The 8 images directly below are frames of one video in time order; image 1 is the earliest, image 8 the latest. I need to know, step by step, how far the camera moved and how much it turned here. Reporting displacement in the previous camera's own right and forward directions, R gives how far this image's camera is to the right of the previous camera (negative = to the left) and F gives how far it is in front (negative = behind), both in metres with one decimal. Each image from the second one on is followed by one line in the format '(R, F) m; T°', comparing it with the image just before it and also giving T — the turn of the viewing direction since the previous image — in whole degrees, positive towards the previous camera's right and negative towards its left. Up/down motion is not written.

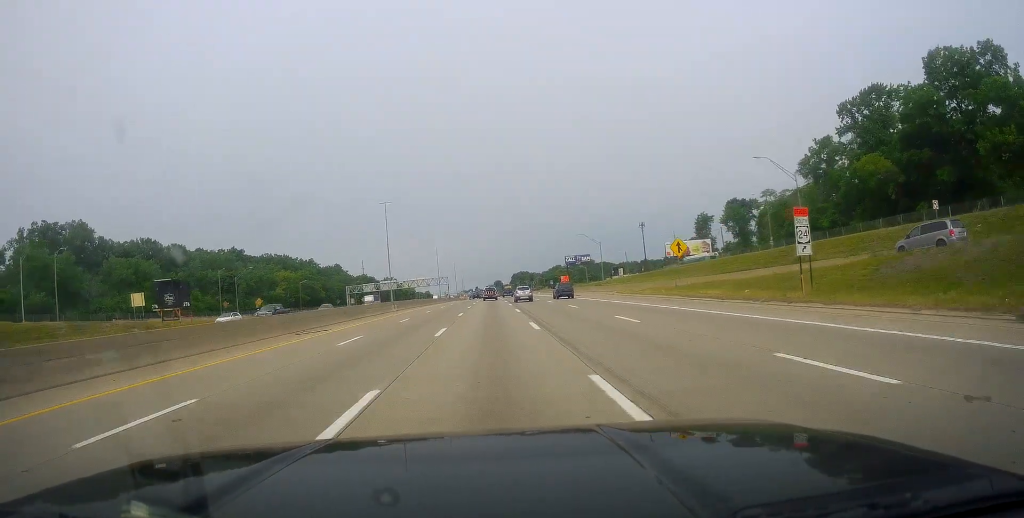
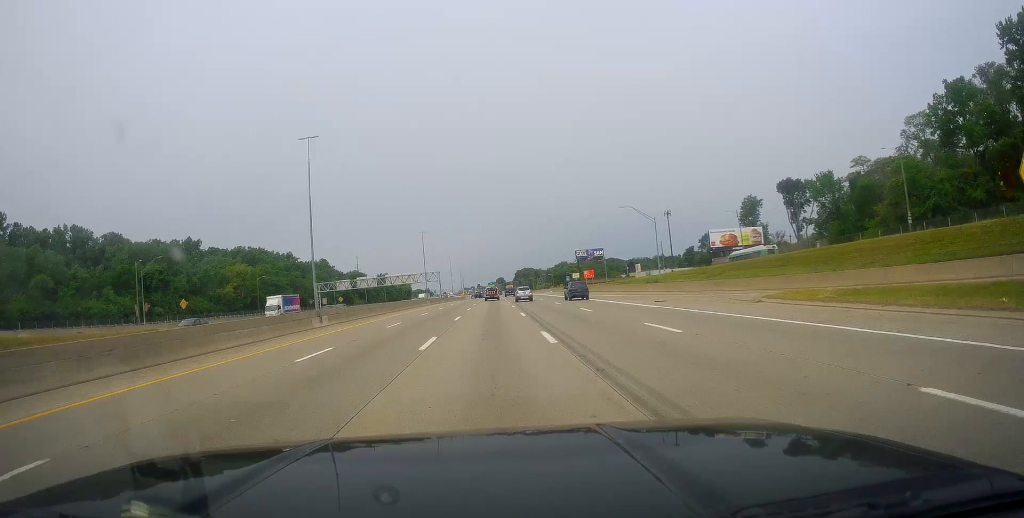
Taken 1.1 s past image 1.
(+0.5, +35.4) m; 0°
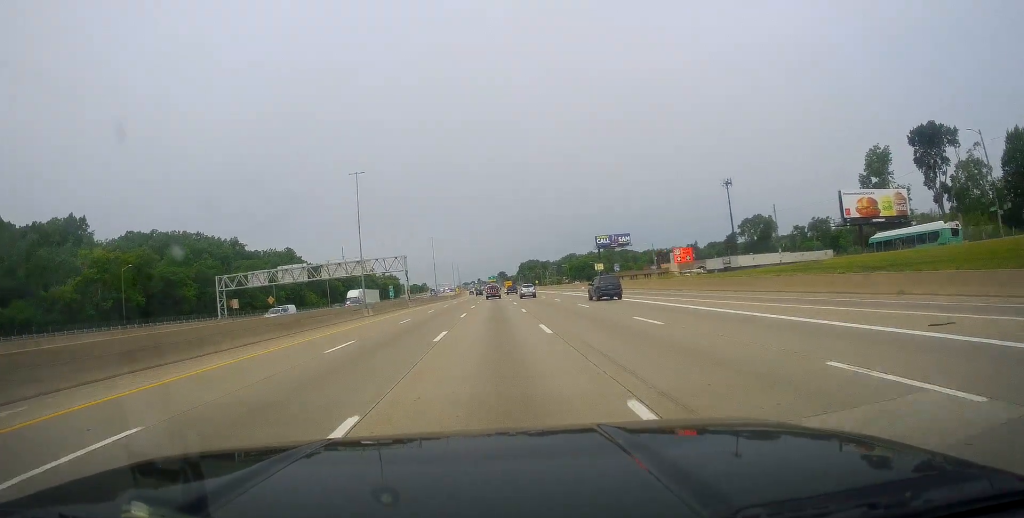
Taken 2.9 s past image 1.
(-1.0, +58.3) m; 0°
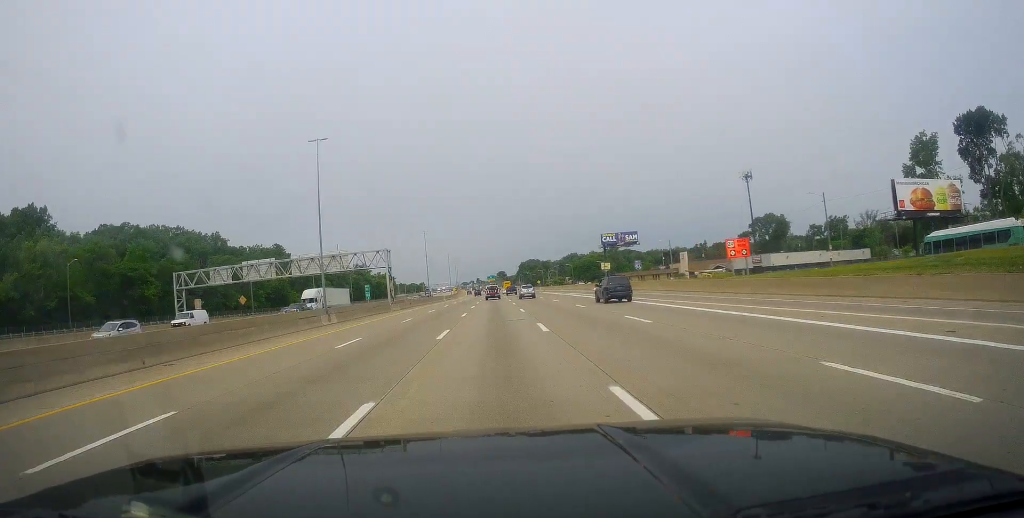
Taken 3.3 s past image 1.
(0.0, +14.0) m; 0°
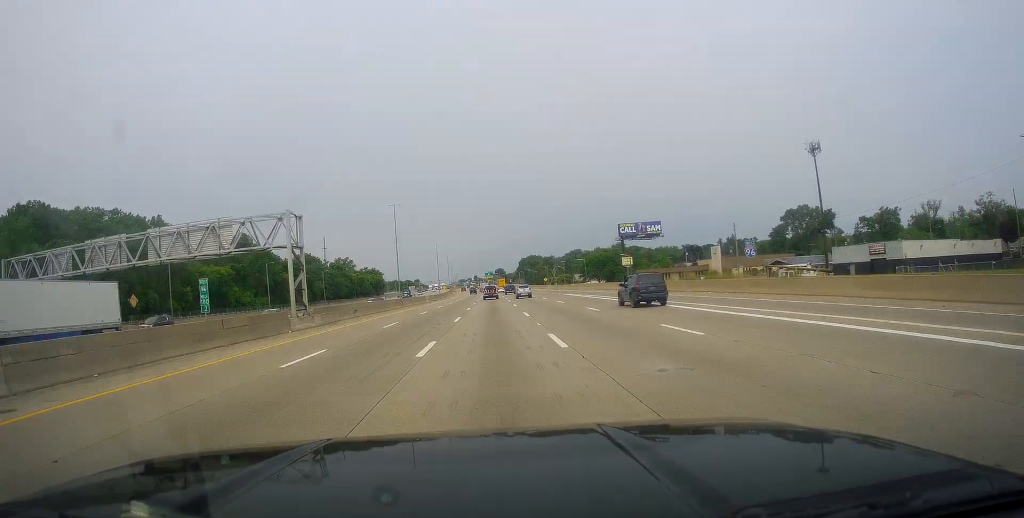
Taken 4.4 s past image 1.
(+0.5, +35.7) m; +1°
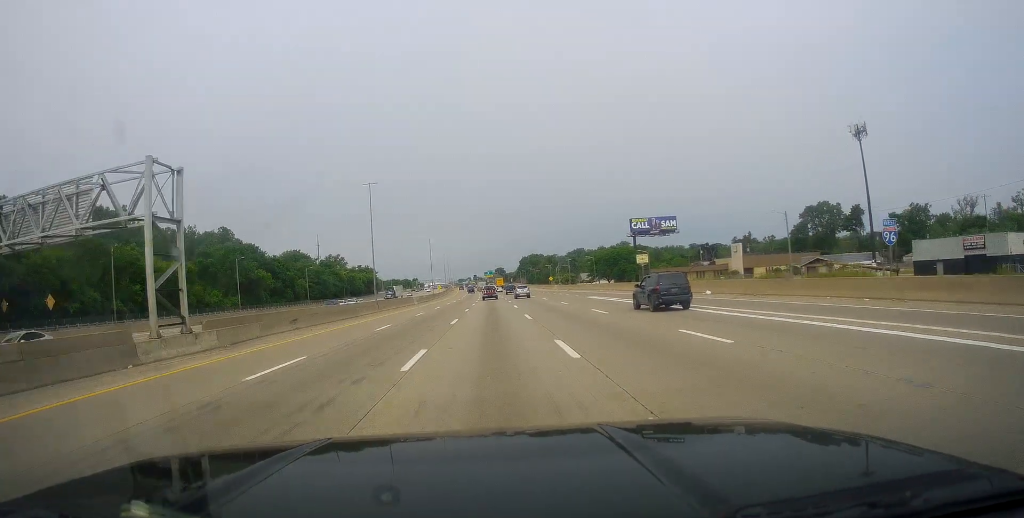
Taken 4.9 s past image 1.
(+0.1, +17.4) m; -1°
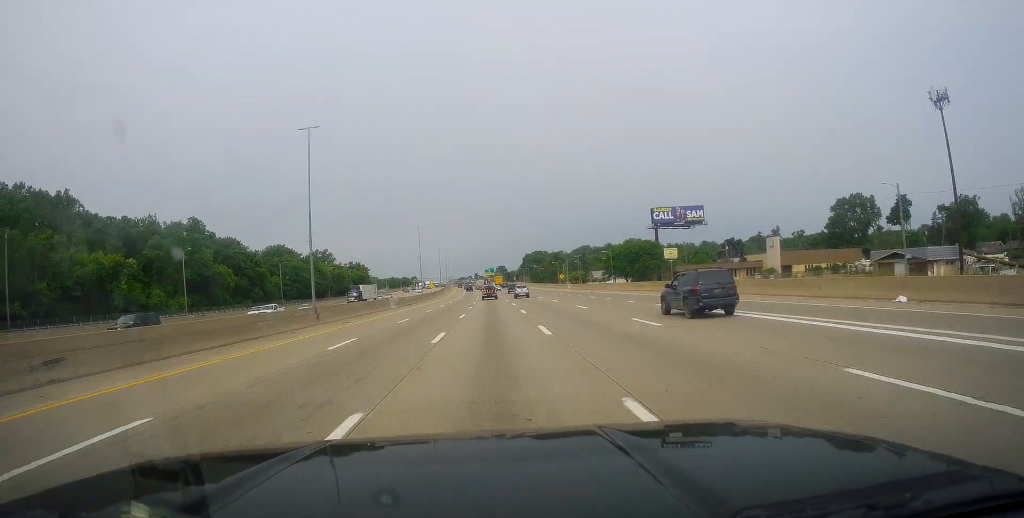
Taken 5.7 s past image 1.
(-0.3, +23.9) m; -1°
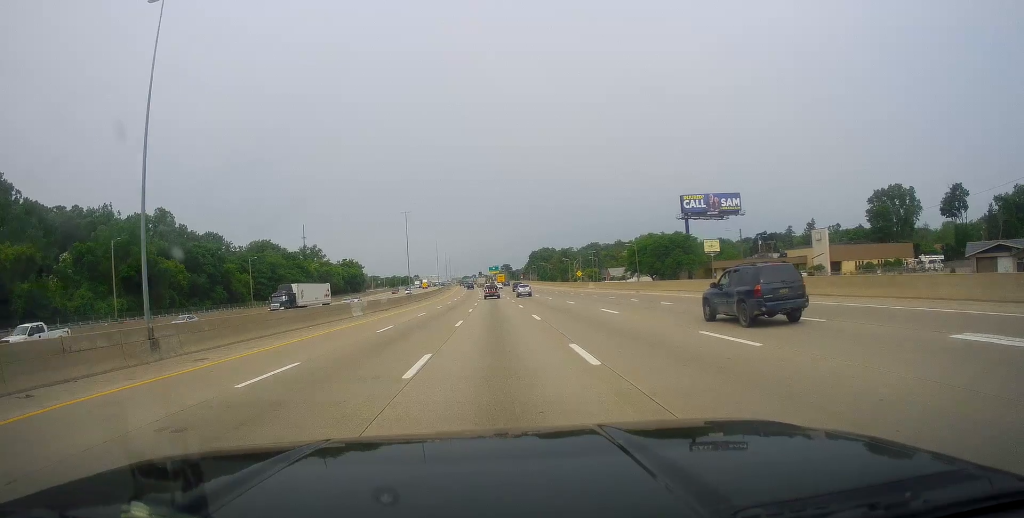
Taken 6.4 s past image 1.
(-0.2, +22.9) m; 0°
